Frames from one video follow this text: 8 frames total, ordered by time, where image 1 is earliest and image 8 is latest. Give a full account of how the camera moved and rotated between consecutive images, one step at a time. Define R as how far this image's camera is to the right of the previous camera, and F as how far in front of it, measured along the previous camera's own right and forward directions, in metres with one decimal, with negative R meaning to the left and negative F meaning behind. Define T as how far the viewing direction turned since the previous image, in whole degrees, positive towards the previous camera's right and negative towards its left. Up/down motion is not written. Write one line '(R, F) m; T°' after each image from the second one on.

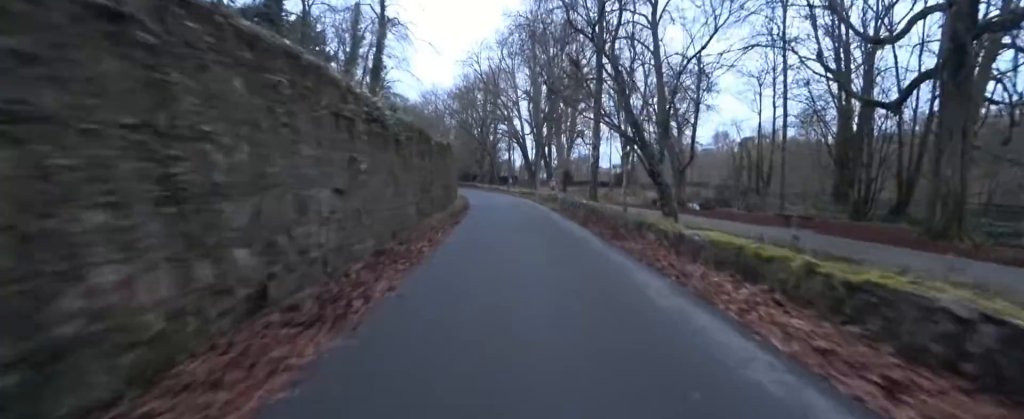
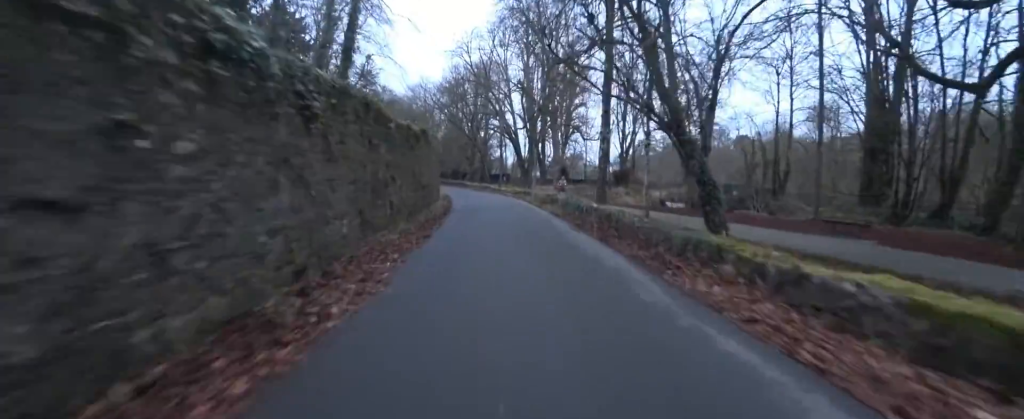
(0.0, +4.0) m; -3°
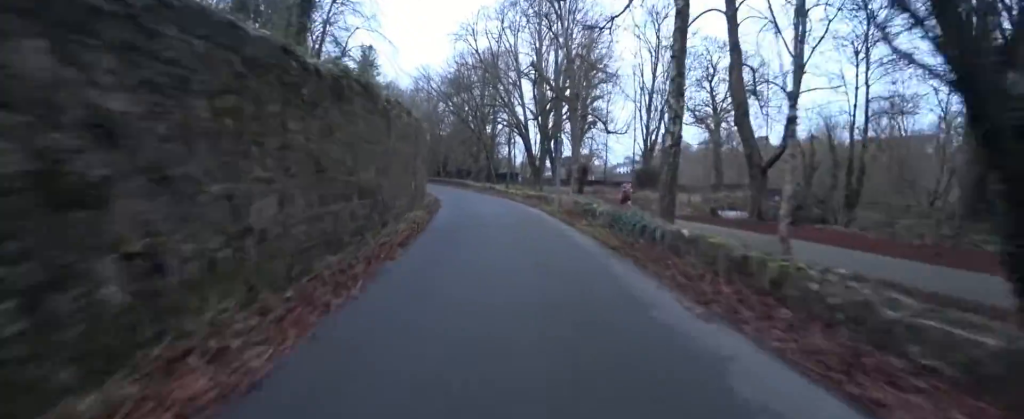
(-0.4, +7.2) m; -5°
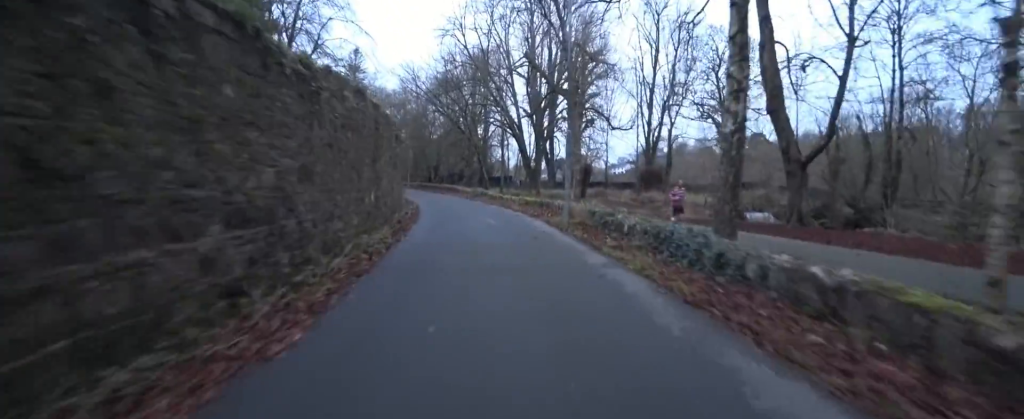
(0.0, +3.7) m; -4°
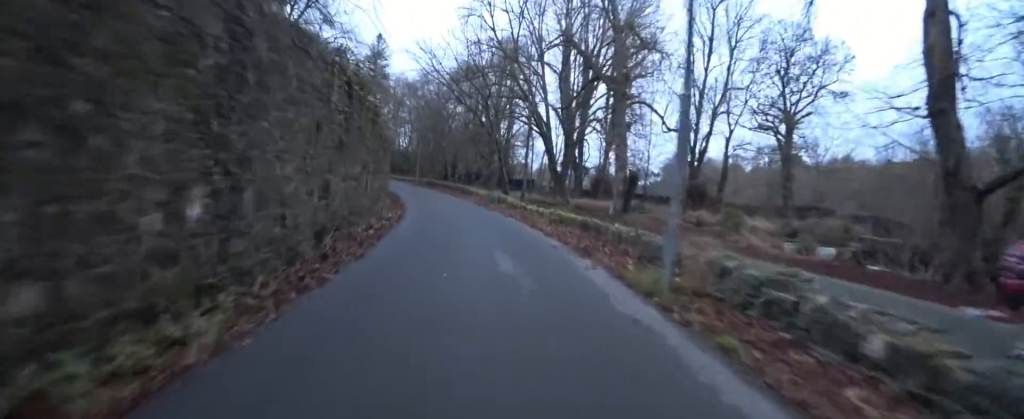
(-0.4, +6.5) m; -6°
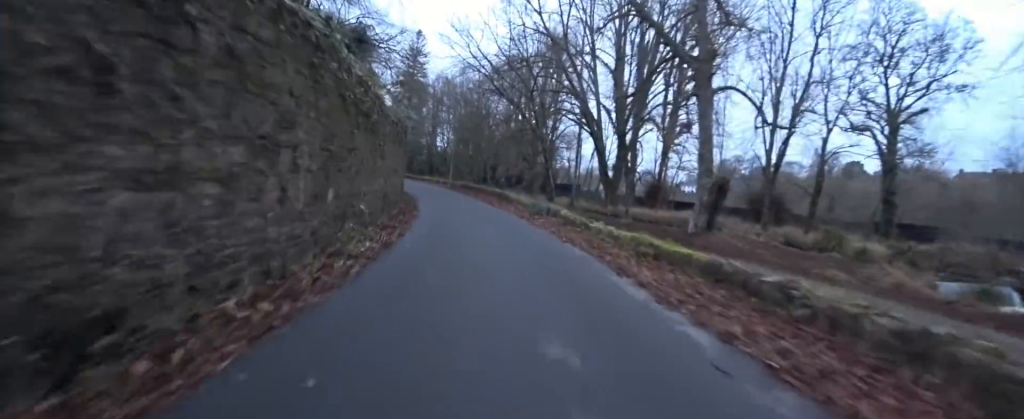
(-0.2, +5.5) m; -2°
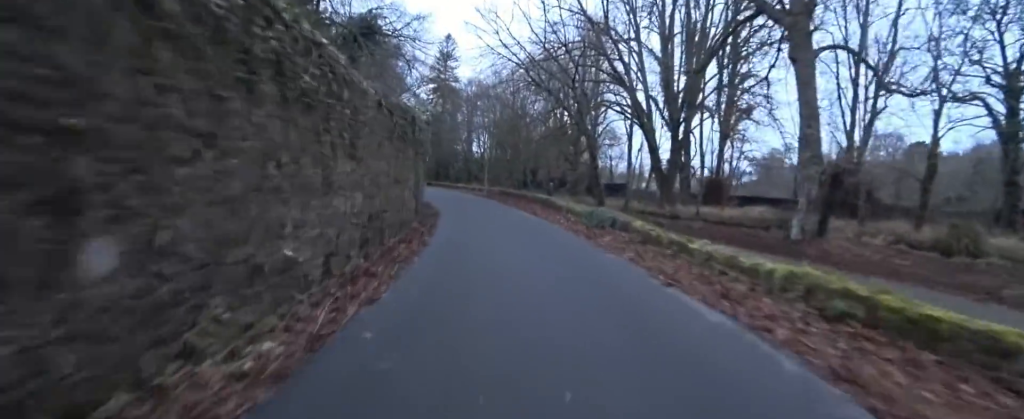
(+0.2, +4.1) m; 0°
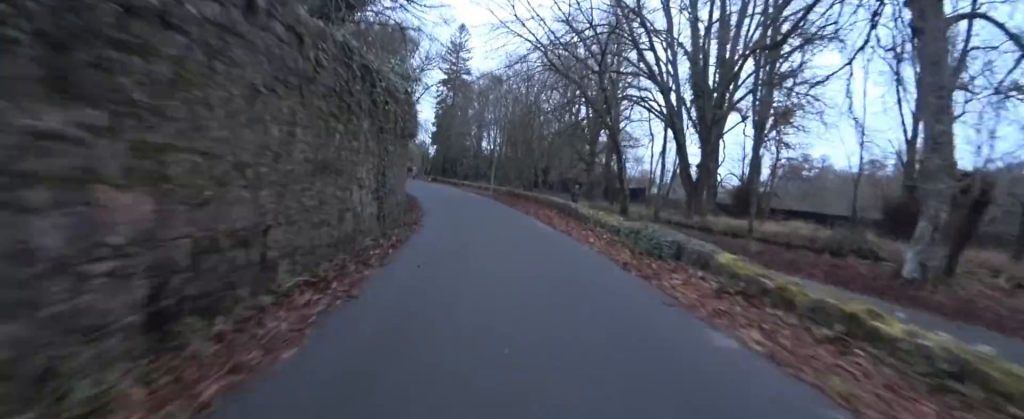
(-0.3, +4.2) m; 0°
